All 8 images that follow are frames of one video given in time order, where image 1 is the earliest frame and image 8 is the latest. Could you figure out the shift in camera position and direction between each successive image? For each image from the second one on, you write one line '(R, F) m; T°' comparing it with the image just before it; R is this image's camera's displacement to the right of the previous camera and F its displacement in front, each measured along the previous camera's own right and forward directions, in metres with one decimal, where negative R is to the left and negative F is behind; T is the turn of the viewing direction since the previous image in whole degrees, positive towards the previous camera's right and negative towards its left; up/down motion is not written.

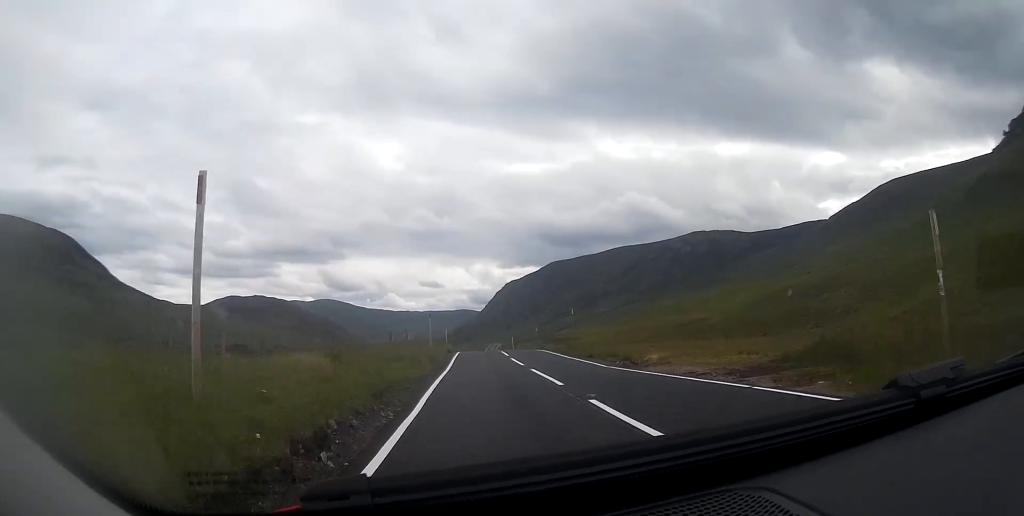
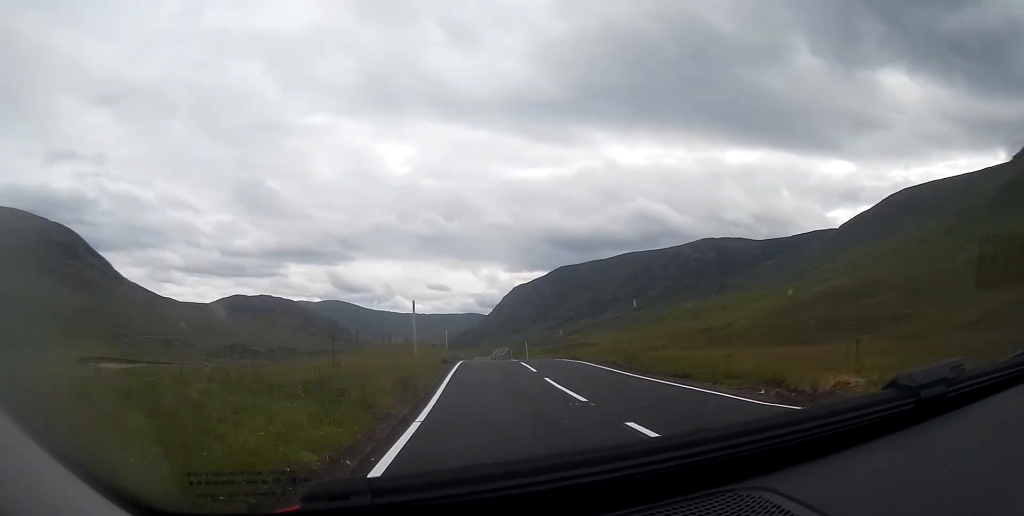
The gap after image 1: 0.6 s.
(0.0, +11.2) m; 0°
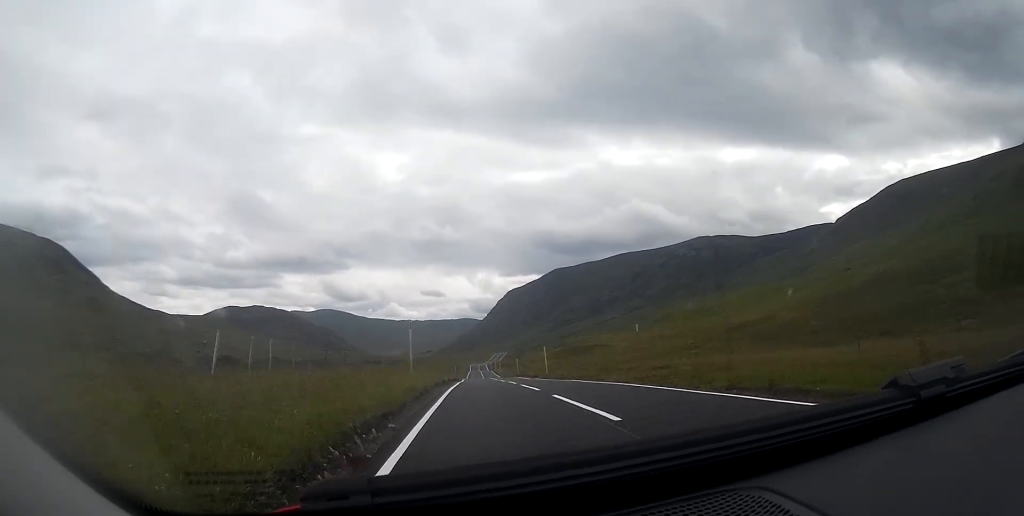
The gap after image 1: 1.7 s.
(-0.1, +21.0) m; 0°
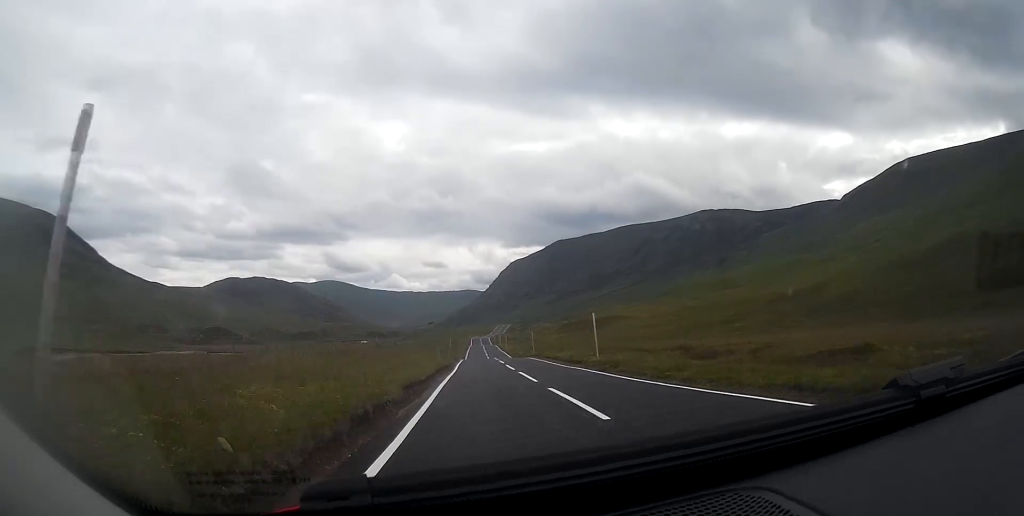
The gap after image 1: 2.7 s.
(+0.1, +18.5) m; 0°
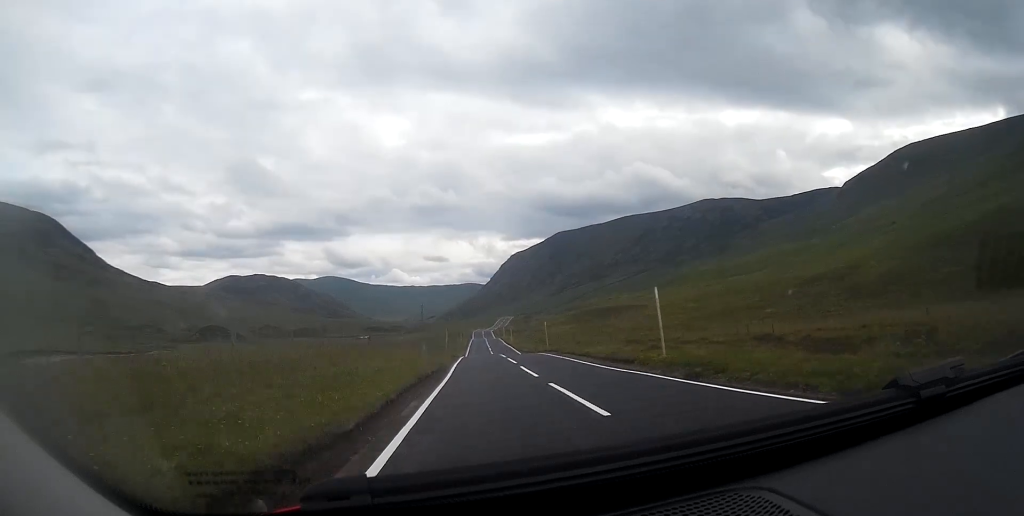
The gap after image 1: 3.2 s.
(0.0, +9.2) m; 0°
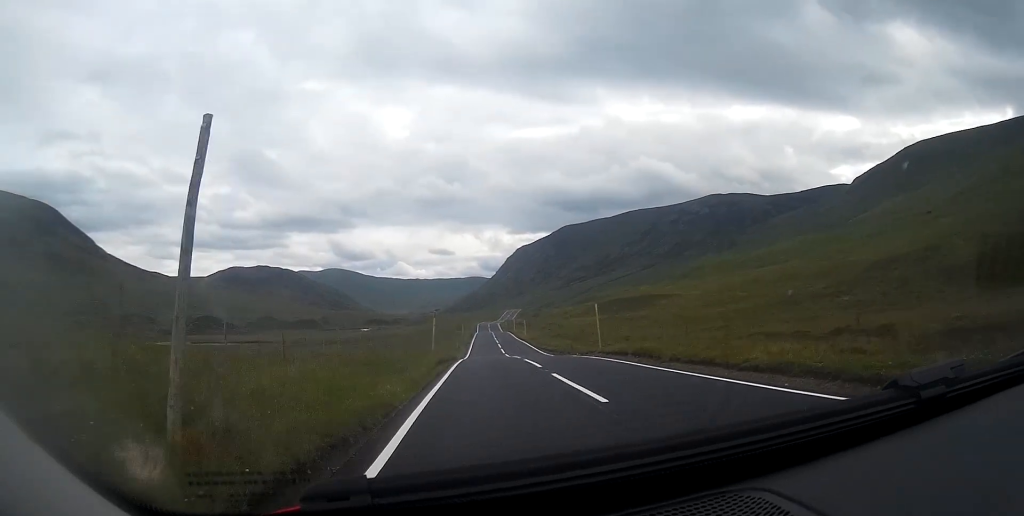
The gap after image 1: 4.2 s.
(0.0, +18.0) m; 0°
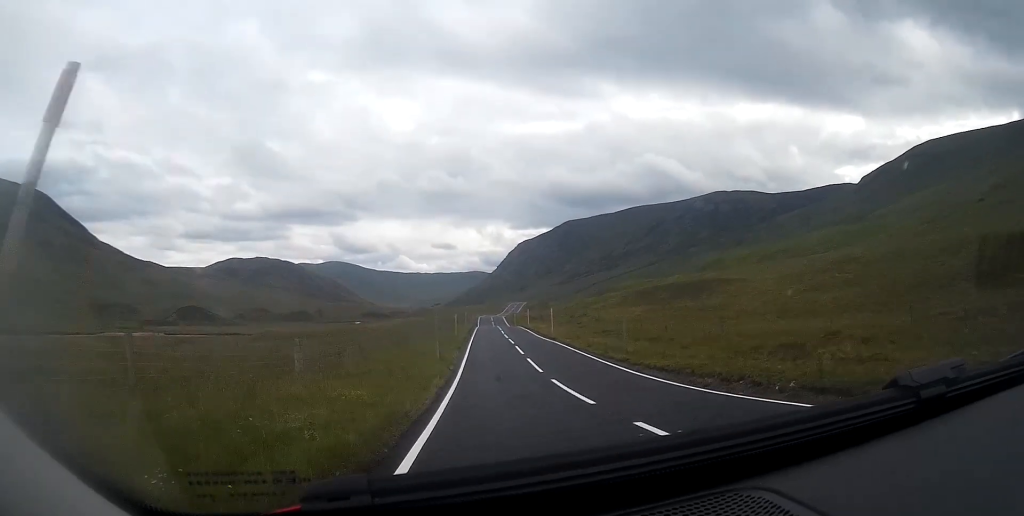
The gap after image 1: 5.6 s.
(-0.1, +25.9) m; 0°
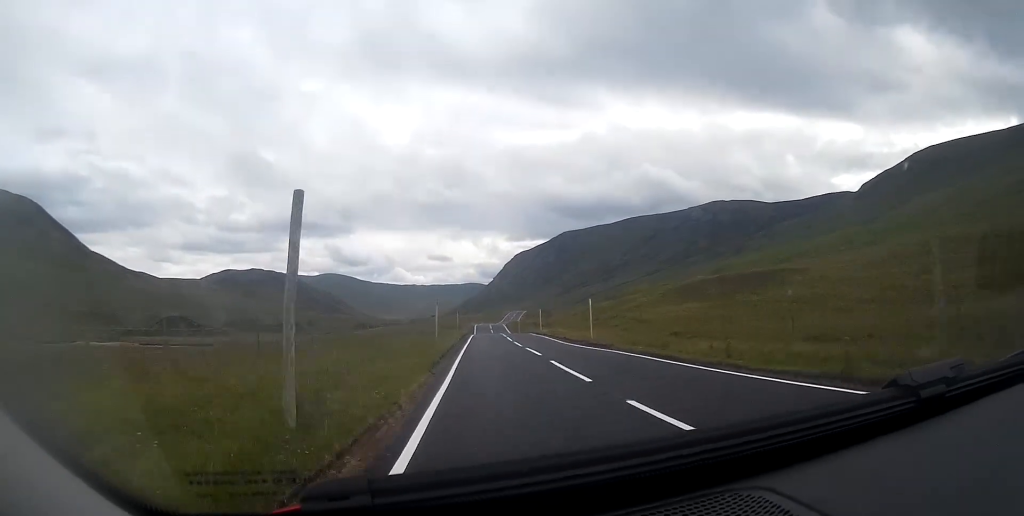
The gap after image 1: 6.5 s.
(+0.1, +18.1) m; +1°
